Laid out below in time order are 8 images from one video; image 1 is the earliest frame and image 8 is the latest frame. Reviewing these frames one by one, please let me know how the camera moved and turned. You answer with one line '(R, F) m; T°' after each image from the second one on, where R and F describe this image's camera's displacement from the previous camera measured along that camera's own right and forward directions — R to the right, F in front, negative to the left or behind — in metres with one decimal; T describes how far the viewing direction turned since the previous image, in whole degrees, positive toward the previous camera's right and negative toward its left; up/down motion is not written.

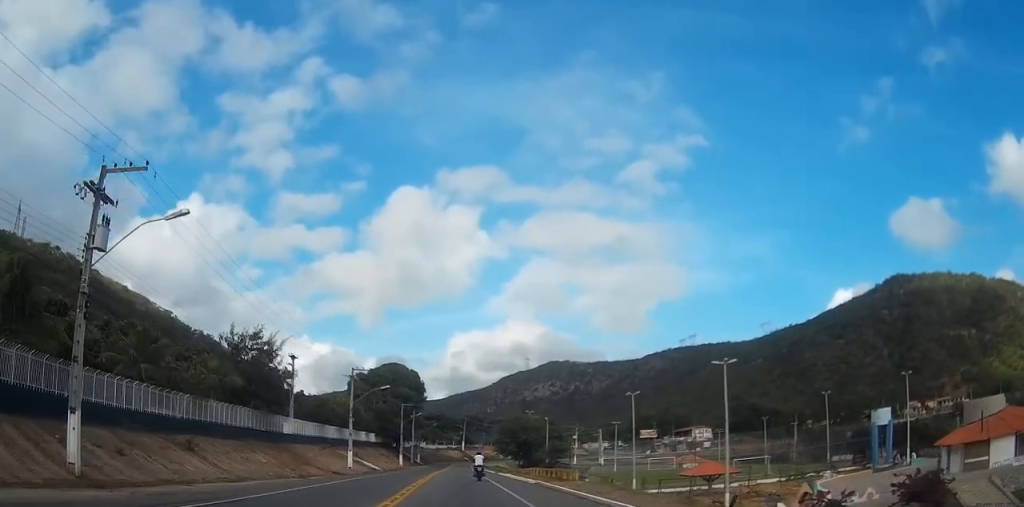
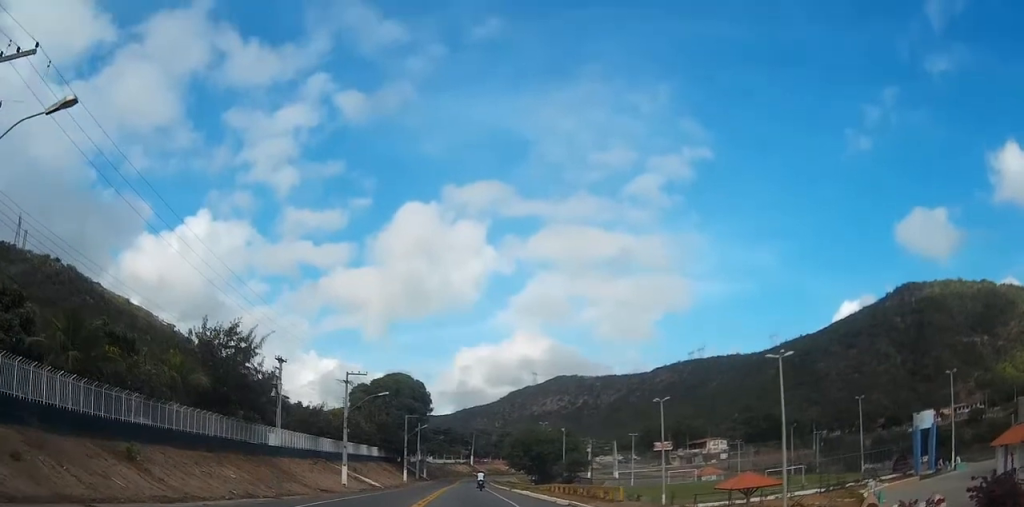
(0.0, +8.4) m; 0°
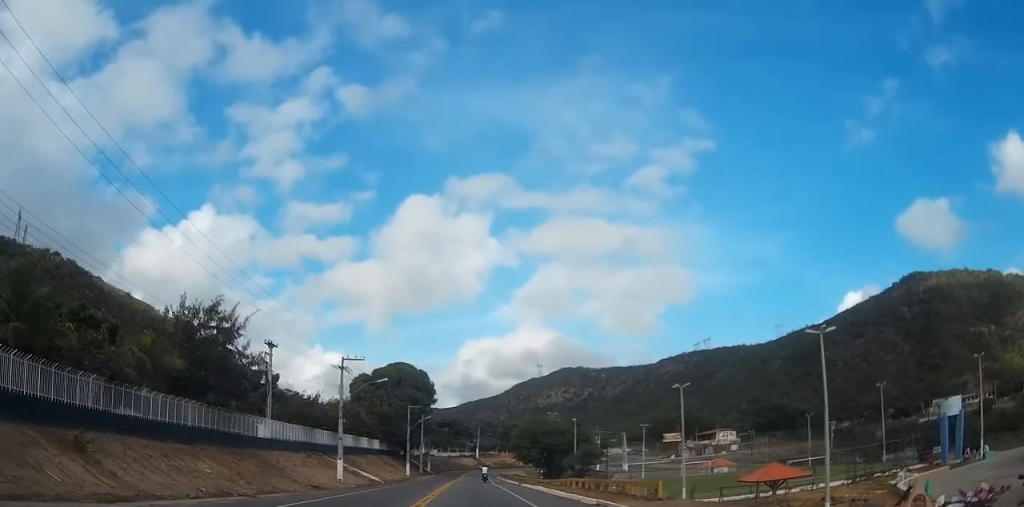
(0.0, +5.1) m; 0°
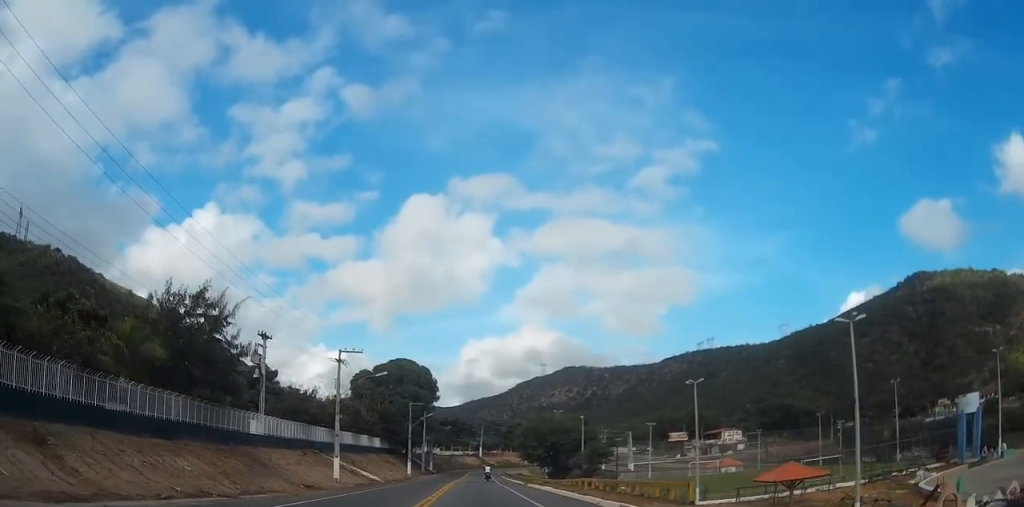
(0.0, +3.0) m; 0°
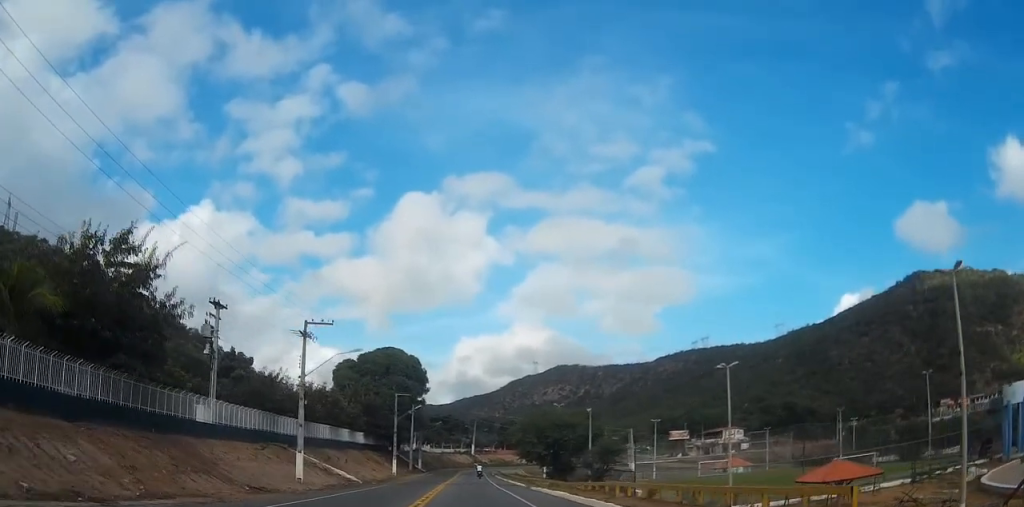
(0.0, +9.7) m; 0°
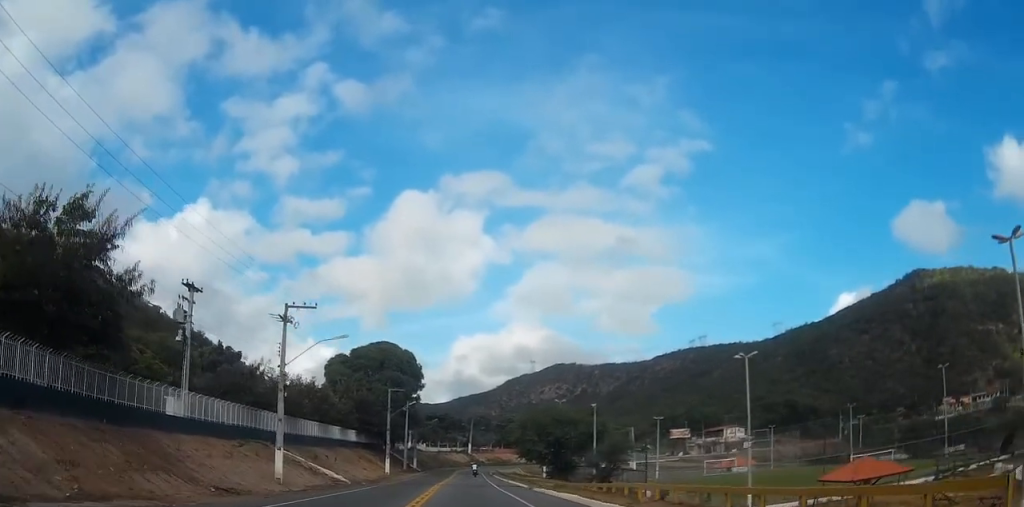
(0.0, +4.2) m; 0°
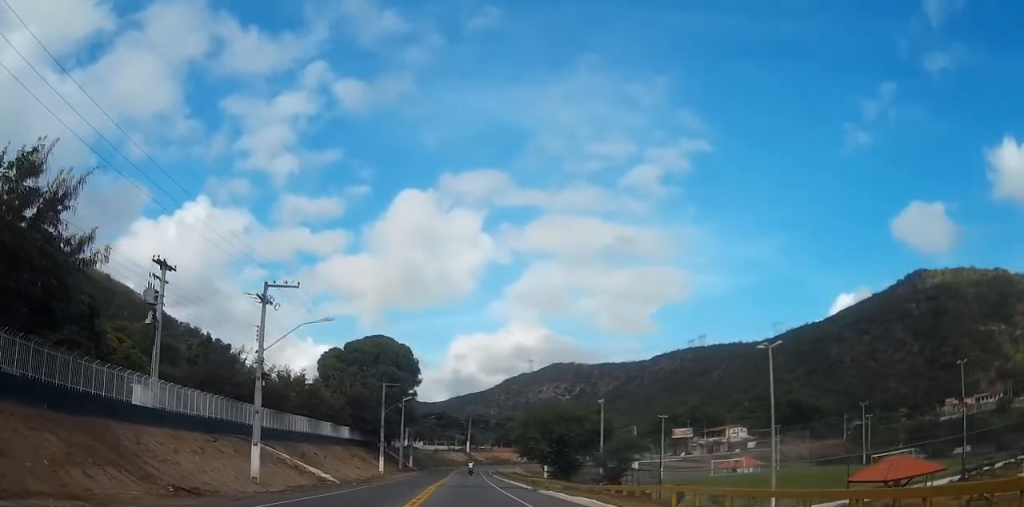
(0.0, +4.2) m; 0°
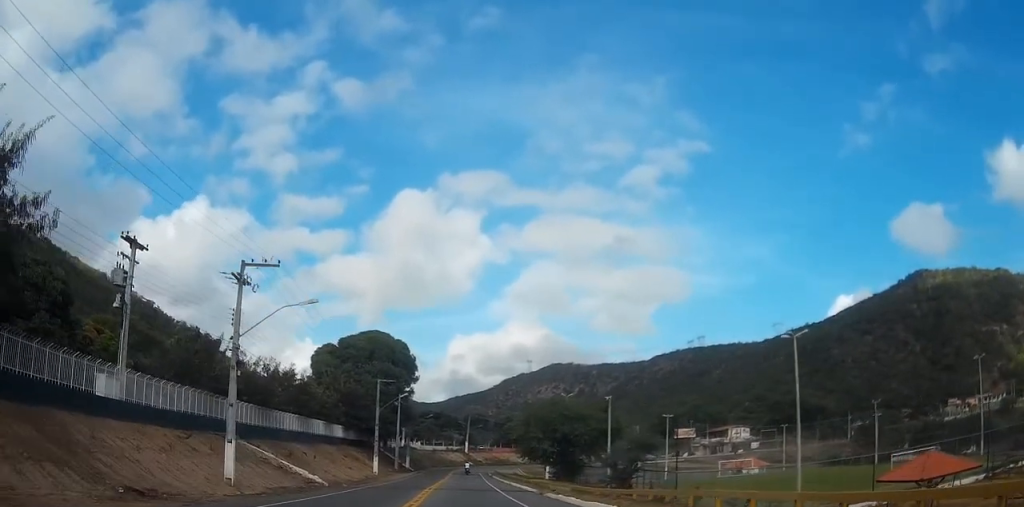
(0.0, +3.8) m; 0°
